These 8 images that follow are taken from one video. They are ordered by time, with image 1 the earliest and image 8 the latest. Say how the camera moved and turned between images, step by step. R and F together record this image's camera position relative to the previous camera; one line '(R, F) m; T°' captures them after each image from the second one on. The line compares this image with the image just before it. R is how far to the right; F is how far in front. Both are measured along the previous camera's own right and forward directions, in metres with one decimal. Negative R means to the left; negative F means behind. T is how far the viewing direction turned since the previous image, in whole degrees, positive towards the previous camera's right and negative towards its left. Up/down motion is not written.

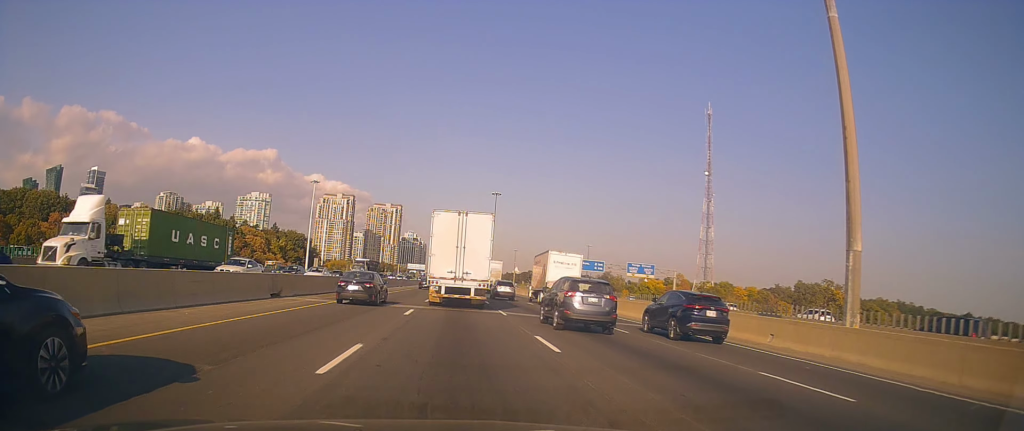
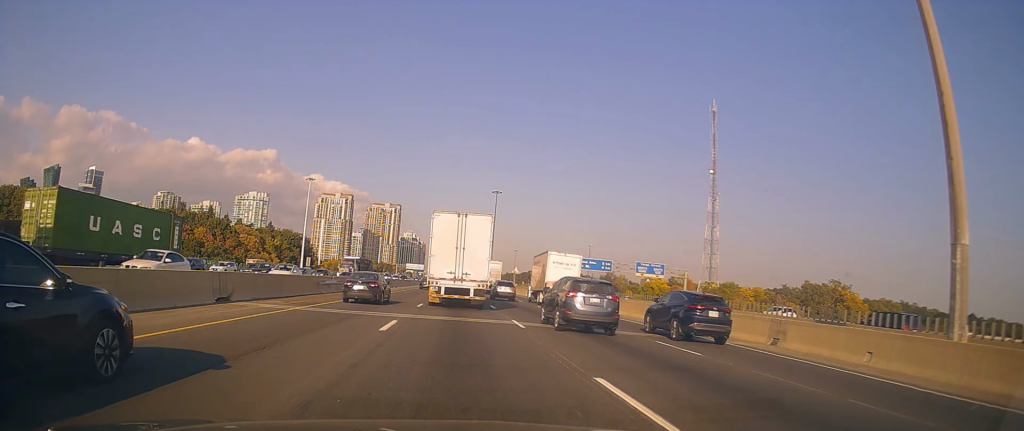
(0.0, +6.1) m; +1°
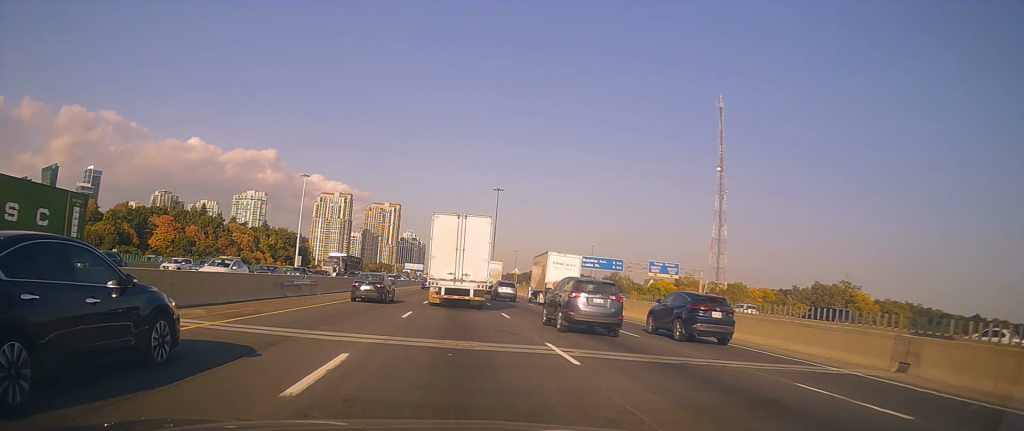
(+0.2, +7.4) m; +1°
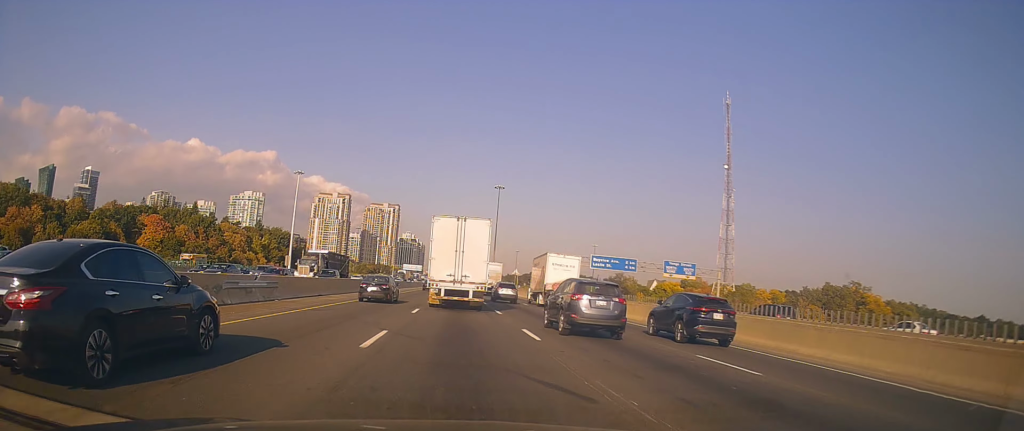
(0.0, +7.9) m; 0°
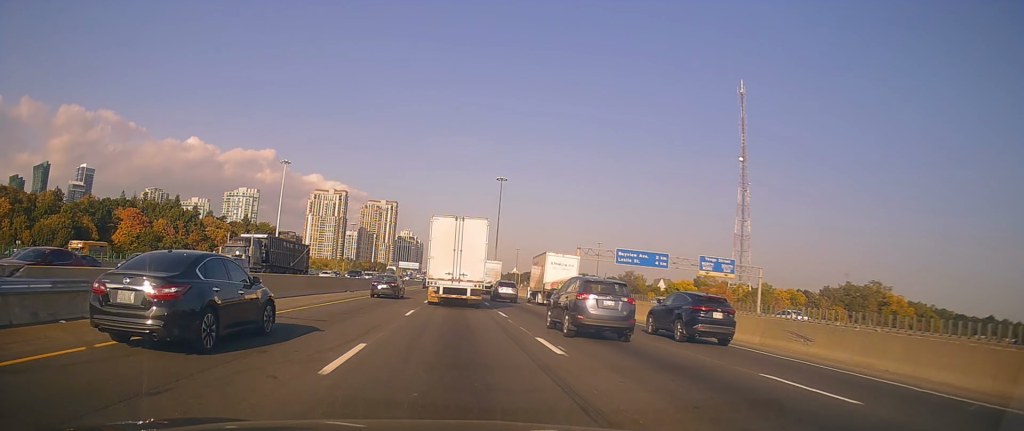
(-0.3, +15.0) m; -2°
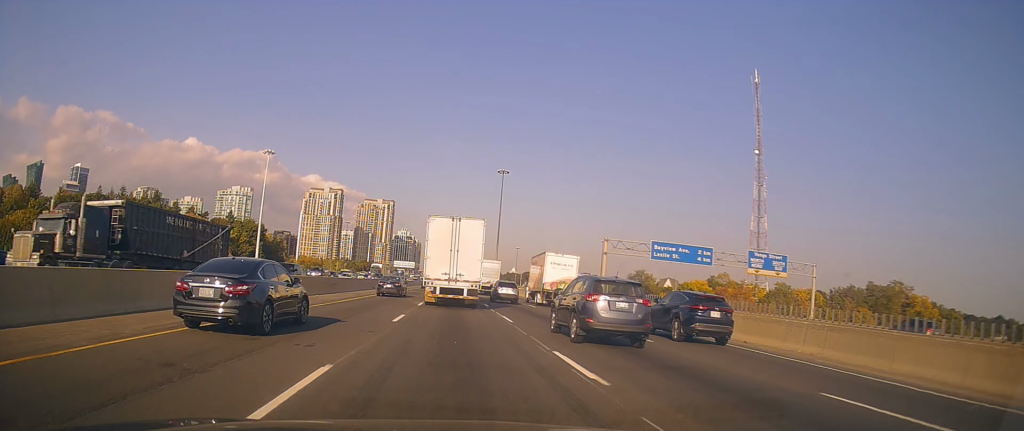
(-0.2, +14.9) m; -1°
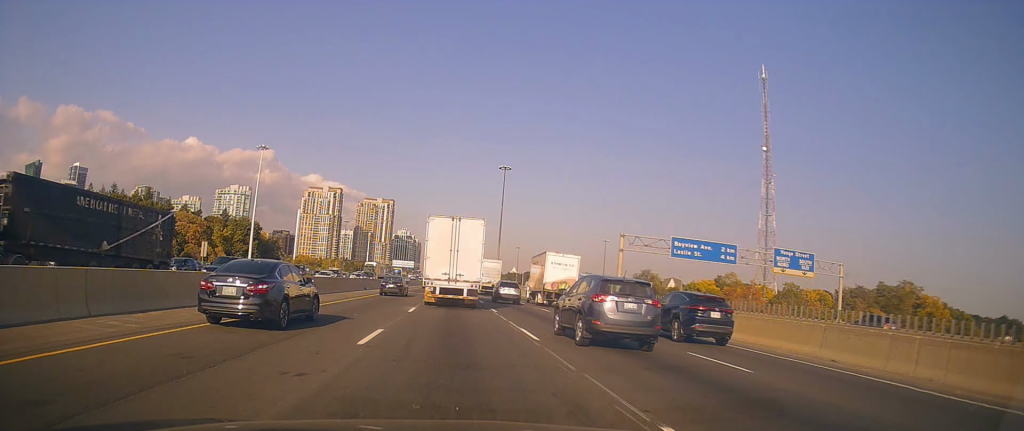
(0.0, +5.9) m; 0°
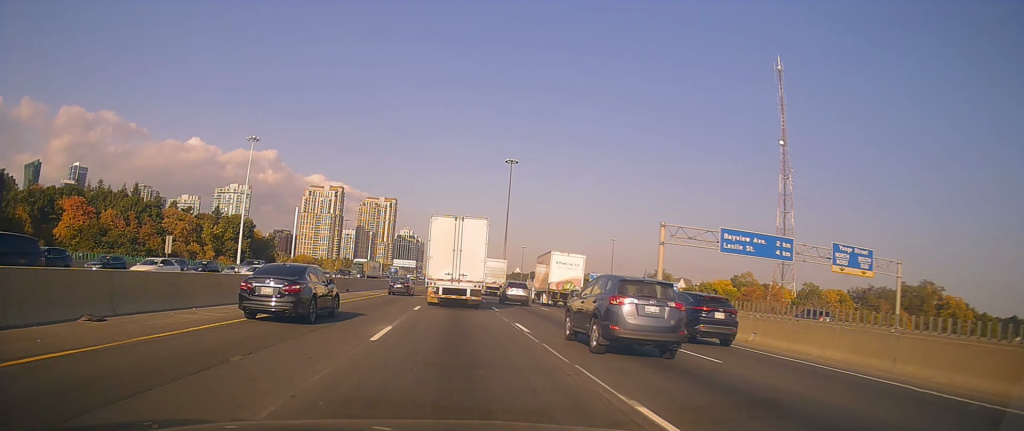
(+0.1, +10.4) m; +1°
